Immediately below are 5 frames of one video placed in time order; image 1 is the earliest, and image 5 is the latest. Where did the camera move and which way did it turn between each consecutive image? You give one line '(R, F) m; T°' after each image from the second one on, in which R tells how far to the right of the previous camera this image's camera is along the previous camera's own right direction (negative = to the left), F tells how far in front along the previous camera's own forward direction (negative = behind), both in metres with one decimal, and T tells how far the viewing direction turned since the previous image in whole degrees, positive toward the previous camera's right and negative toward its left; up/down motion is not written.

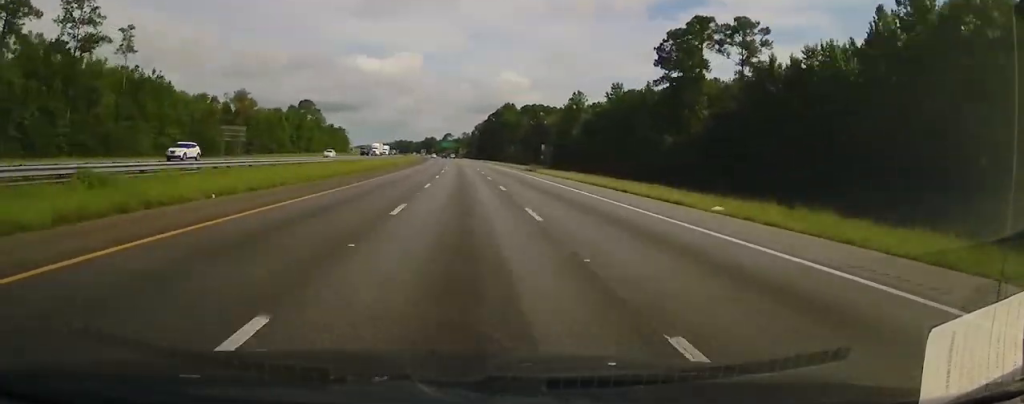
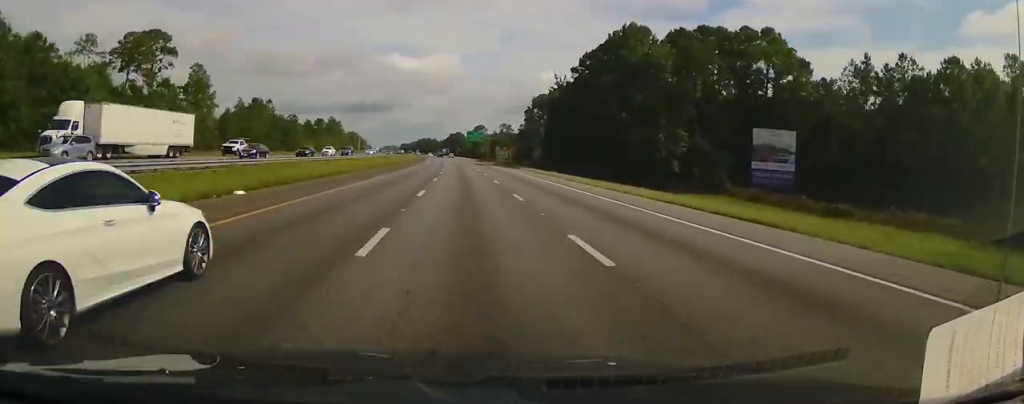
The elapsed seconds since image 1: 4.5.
(-7.5, +209.4) m; -4°
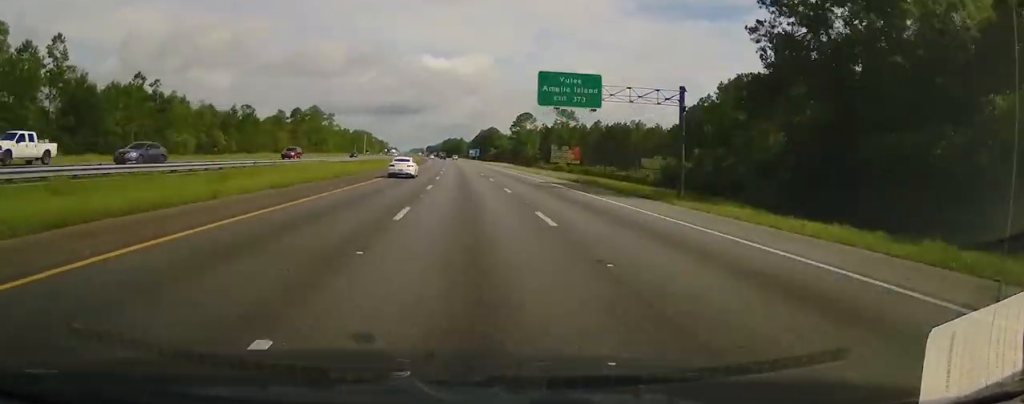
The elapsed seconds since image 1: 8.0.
(-4.4, +147.8) m; -4°
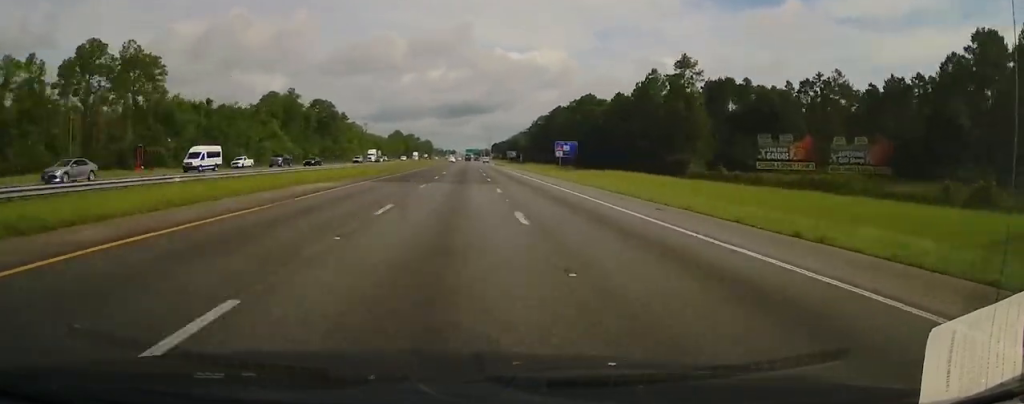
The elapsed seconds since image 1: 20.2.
(-29.4, +412.1) m; -5°
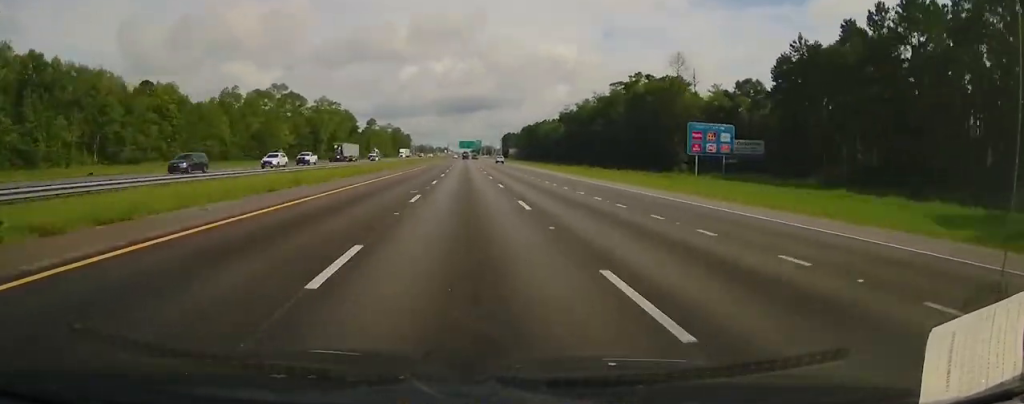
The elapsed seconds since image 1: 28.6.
(-0.3, +300.2) m; 0°
